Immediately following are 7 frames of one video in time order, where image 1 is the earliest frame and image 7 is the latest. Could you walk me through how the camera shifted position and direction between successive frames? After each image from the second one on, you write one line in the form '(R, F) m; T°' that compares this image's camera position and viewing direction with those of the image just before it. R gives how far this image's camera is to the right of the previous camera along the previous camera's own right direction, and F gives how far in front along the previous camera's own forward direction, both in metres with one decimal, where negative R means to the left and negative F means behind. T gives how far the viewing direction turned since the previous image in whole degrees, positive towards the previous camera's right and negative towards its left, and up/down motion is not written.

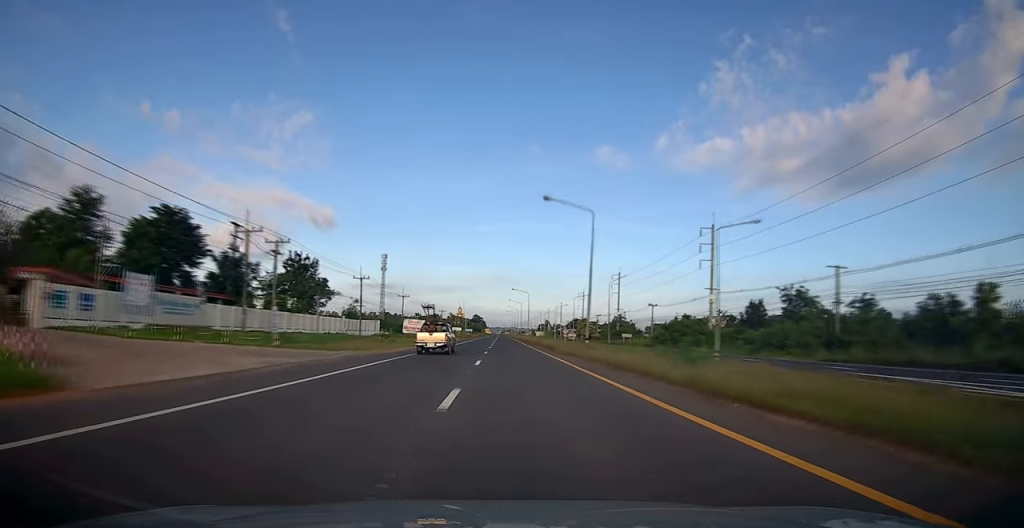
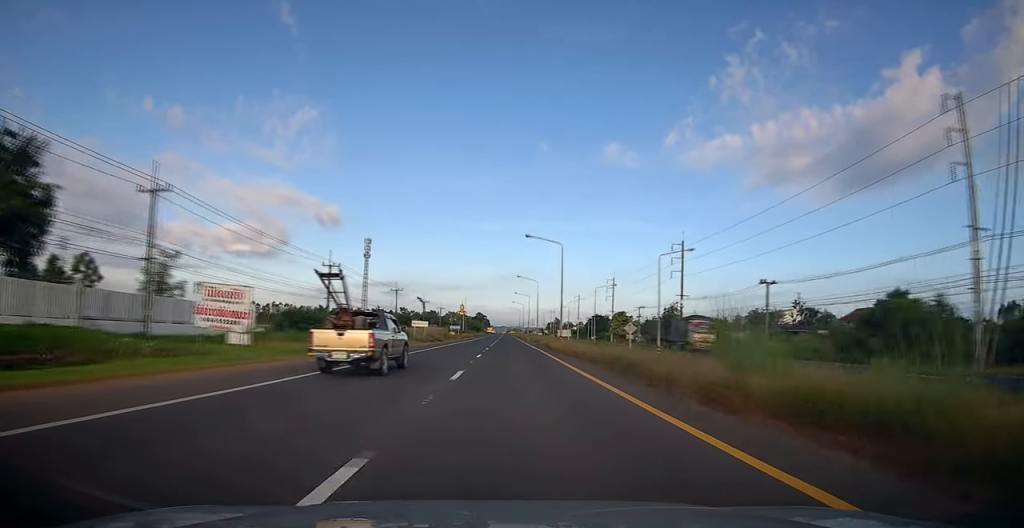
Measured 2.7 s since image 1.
(-0.7, +54.4) m; -2°
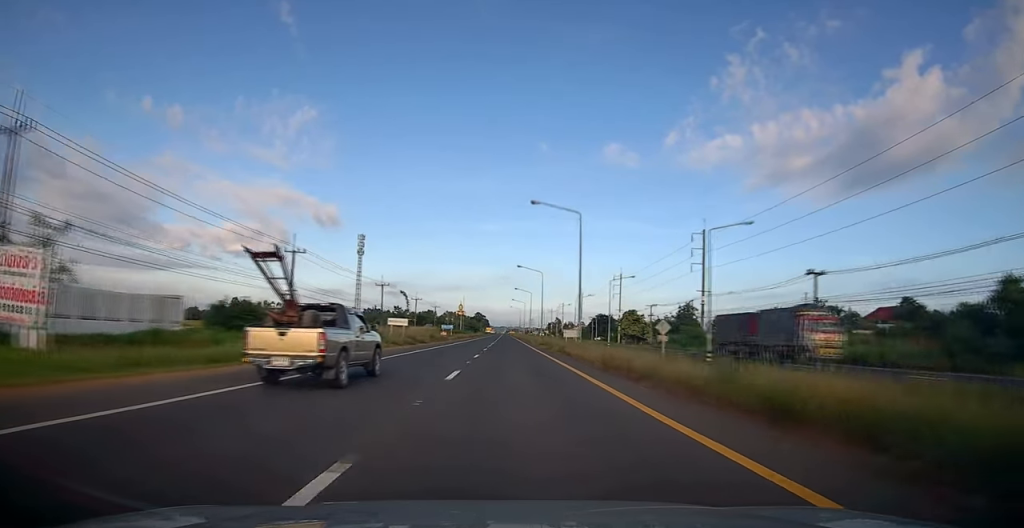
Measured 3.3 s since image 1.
(0.0, +12.2) m; 0°
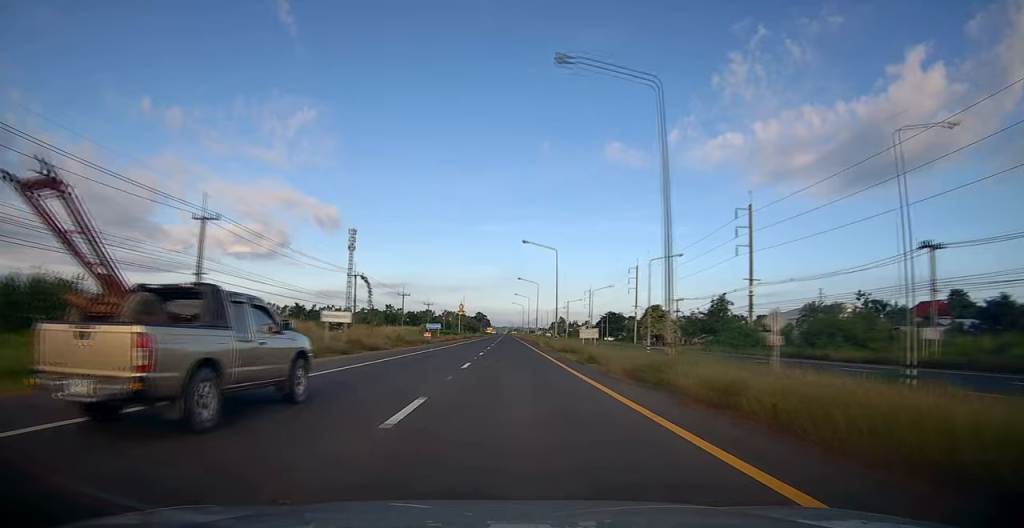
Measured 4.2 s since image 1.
(0.0, +18.8) m; 0°
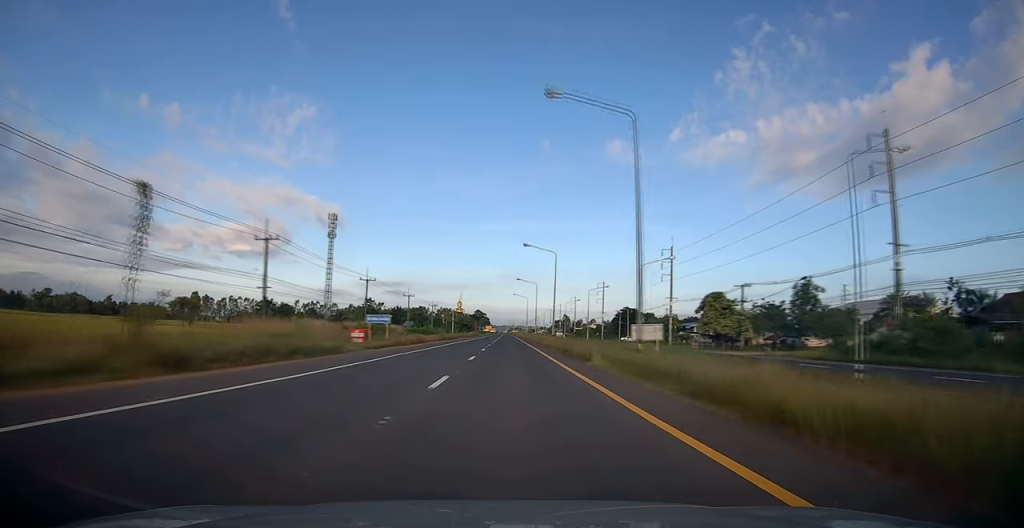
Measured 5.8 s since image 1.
(+0.1, +31.1) m; 0°
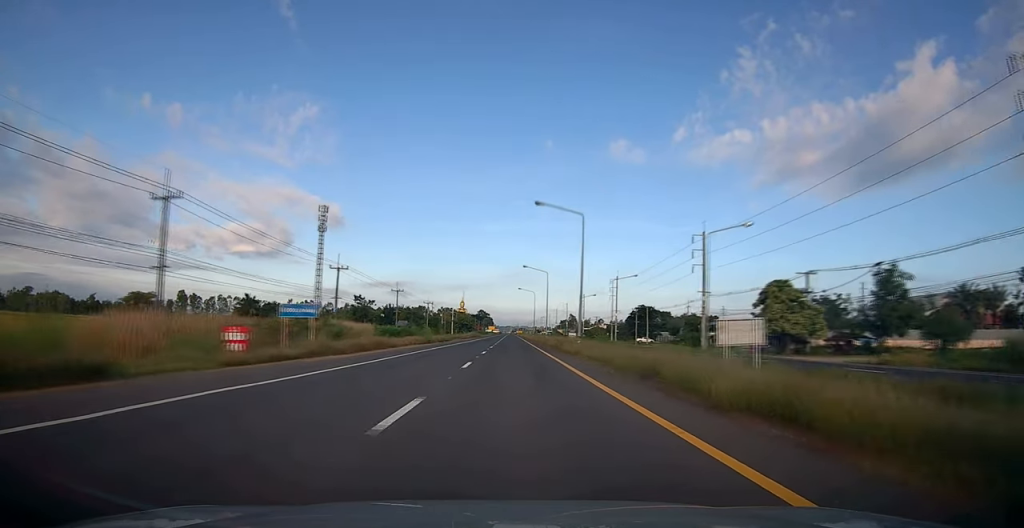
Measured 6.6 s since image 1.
(-0.1, +17.2) m; 0°
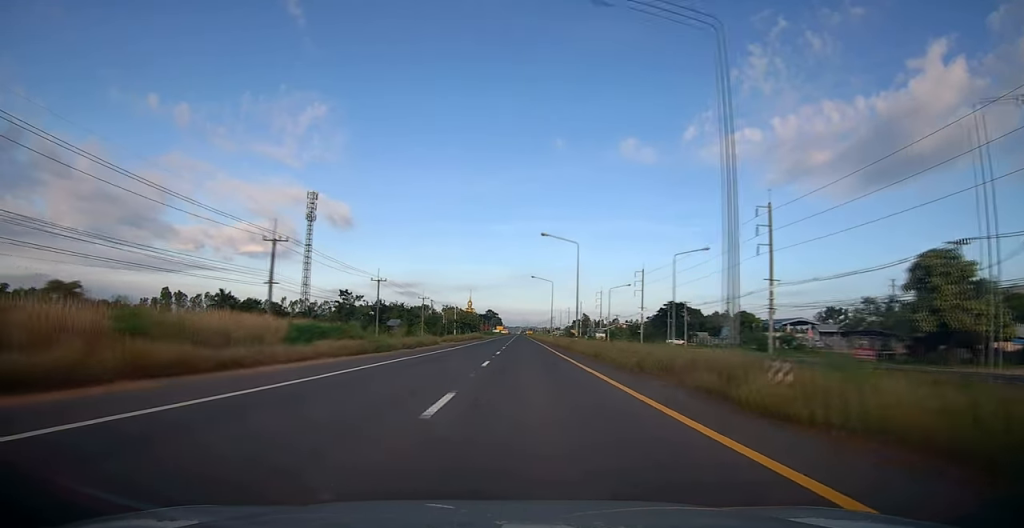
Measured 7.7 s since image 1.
(-0.1, +22.9) m; -1°
